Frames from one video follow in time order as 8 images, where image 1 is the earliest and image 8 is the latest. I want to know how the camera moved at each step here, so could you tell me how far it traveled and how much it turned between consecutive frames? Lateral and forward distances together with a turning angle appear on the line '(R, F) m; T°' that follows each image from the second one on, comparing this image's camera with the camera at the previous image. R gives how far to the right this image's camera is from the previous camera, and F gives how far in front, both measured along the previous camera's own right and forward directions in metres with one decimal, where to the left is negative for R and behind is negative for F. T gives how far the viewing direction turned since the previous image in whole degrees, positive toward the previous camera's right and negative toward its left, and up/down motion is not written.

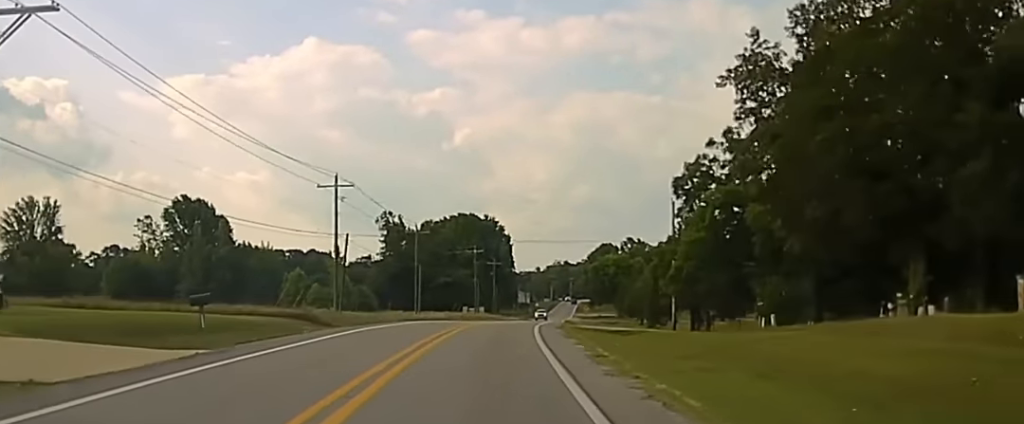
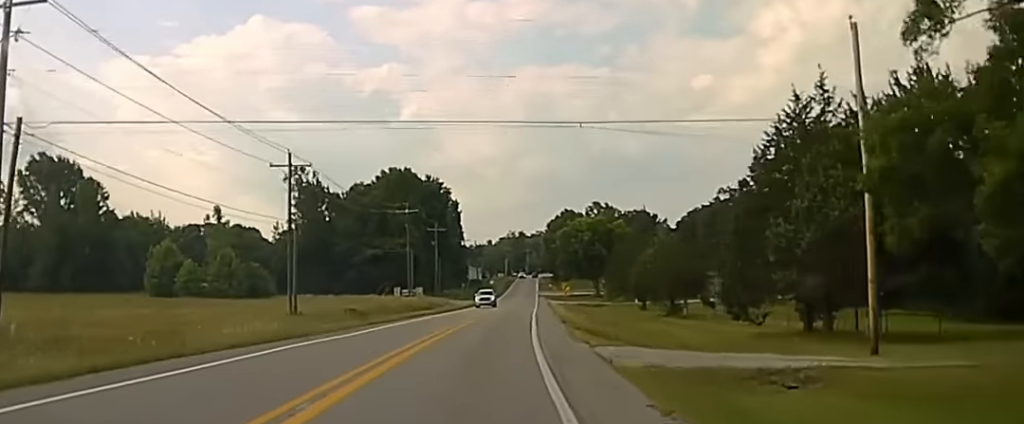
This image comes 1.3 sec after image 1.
(+0.5, +50.3) m; +2°
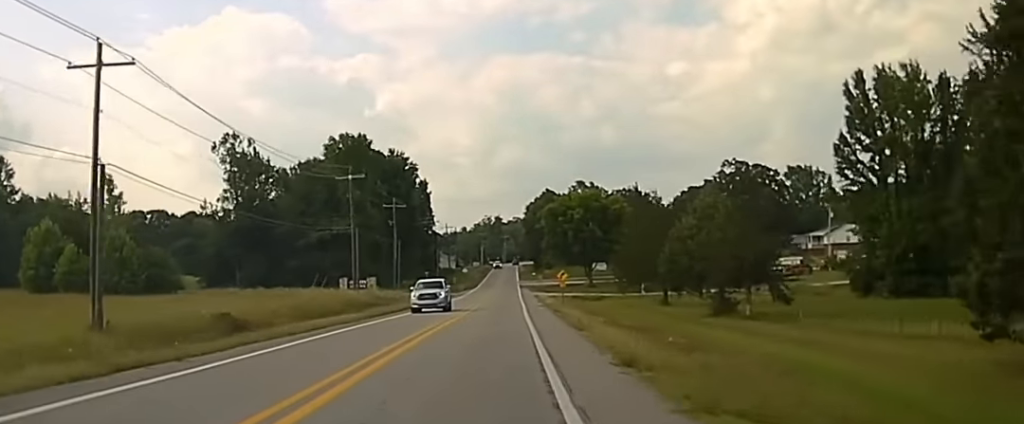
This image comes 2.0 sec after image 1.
(+0.6, +30.8) m; +1°
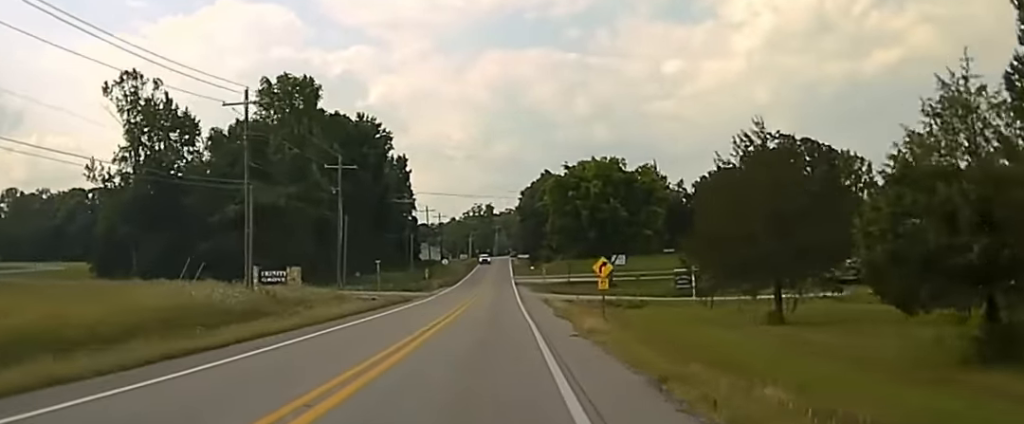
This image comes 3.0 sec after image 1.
(+0.6, +42.1) m; +1°
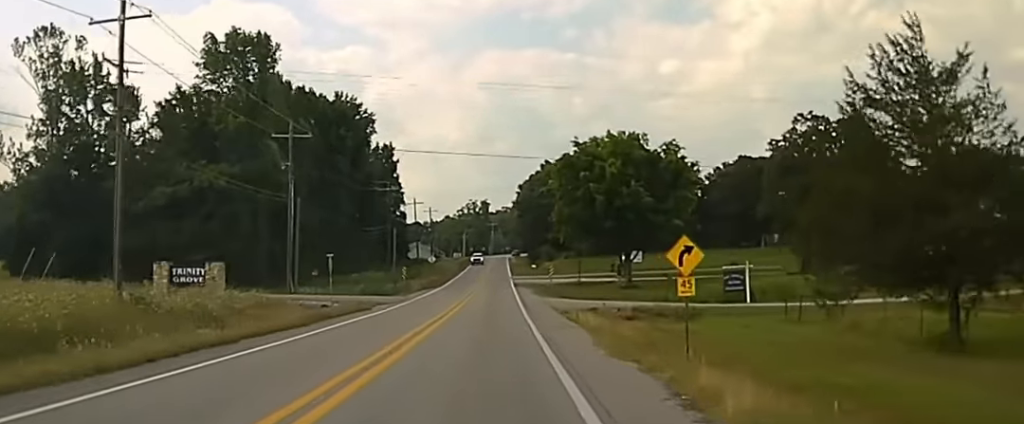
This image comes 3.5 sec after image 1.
(0.0, +20.0) m; 0°
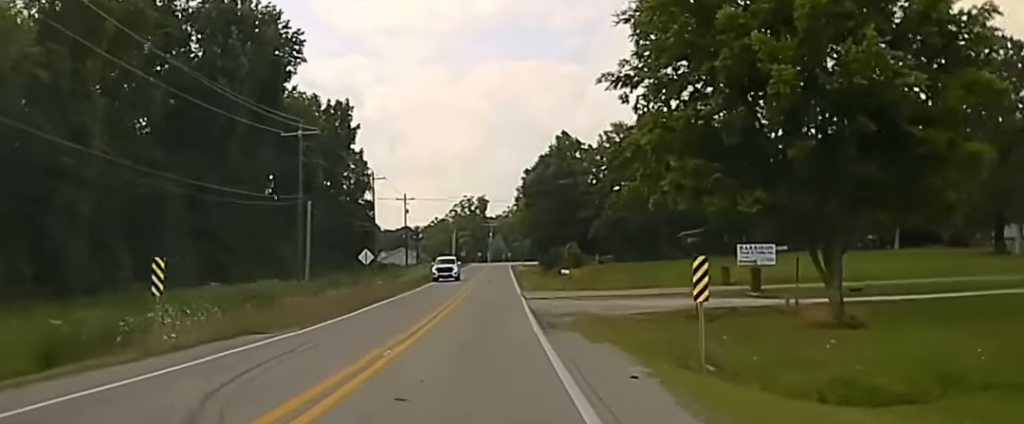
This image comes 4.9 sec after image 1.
(+0.1, +62.6) m; -1°
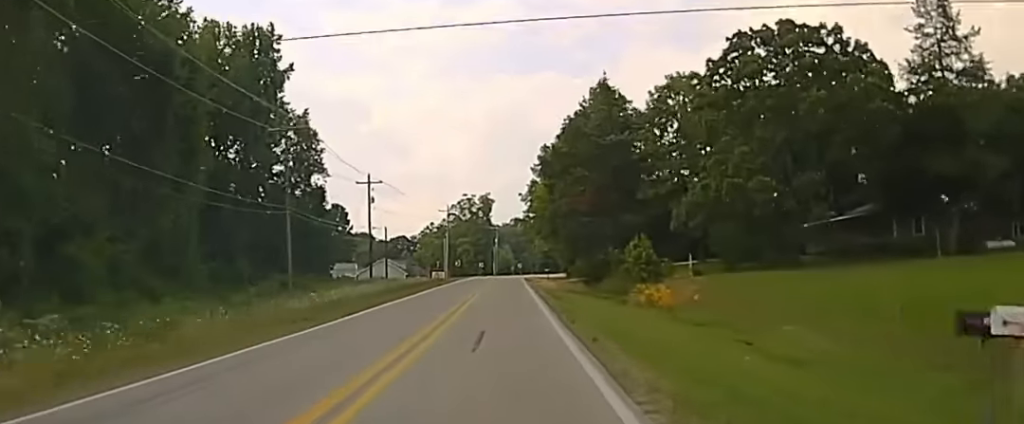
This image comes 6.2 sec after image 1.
(-0.7, +55.9) m; -1°
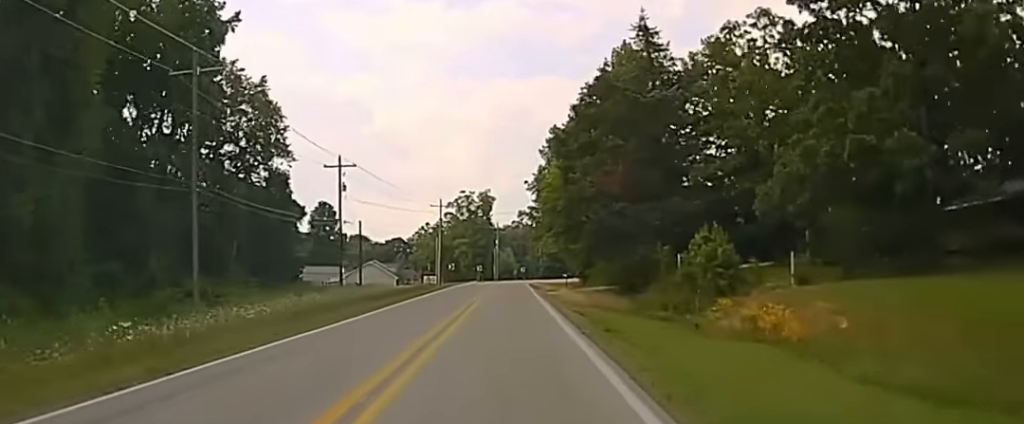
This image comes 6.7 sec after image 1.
(+0.1, +21.5) m; 0°
